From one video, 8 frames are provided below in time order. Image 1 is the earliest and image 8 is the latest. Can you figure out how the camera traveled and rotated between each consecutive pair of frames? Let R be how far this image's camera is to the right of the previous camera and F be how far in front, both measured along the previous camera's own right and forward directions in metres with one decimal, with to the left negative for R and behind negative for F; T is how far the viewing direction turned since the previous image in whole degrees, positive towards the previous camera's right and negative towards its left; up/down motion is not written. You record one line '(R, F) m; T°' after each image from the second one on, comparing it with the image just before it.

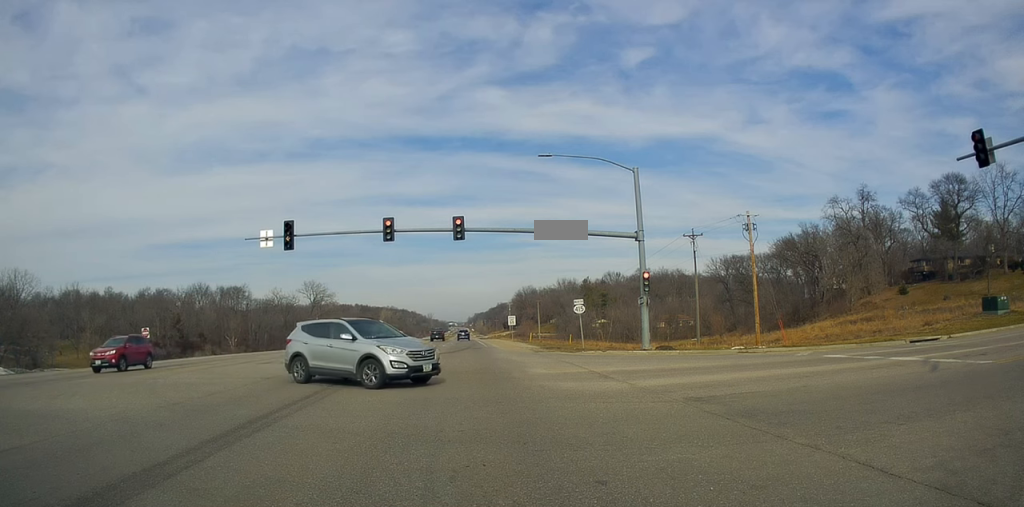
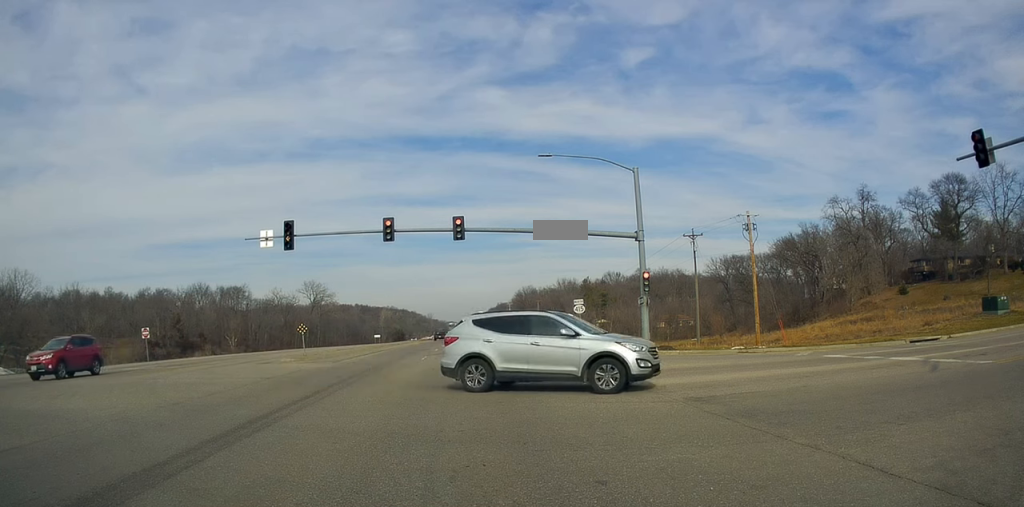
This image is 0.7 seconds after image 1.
(0.0, 0.0) m; 0°
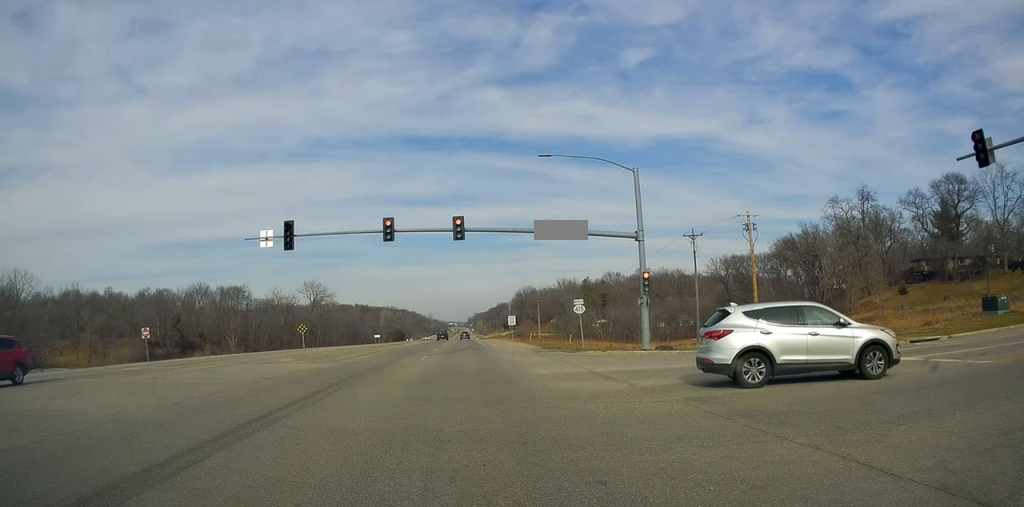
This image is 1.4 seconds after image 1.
(0.0, 0.0) m; 0°
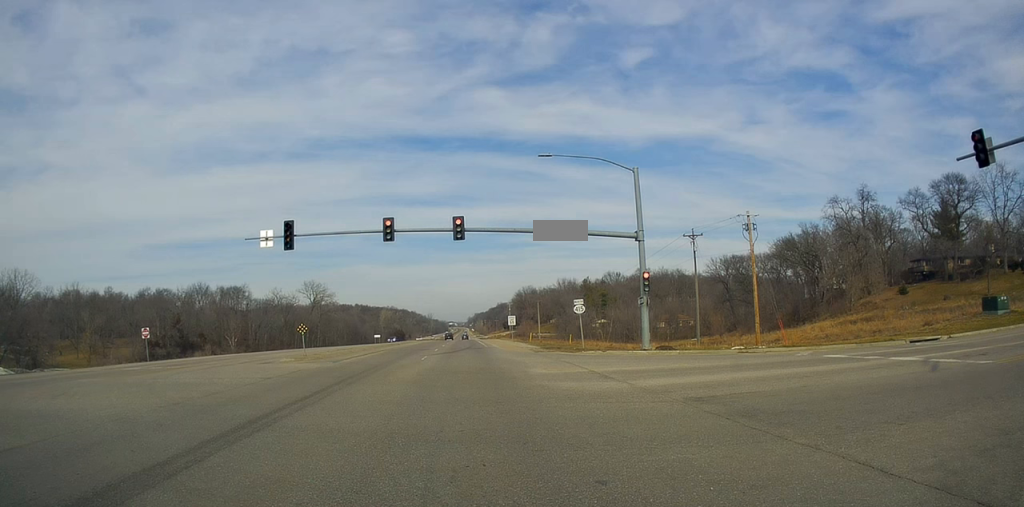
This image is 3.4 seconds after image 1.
(0.0, 0.0) m; 0°
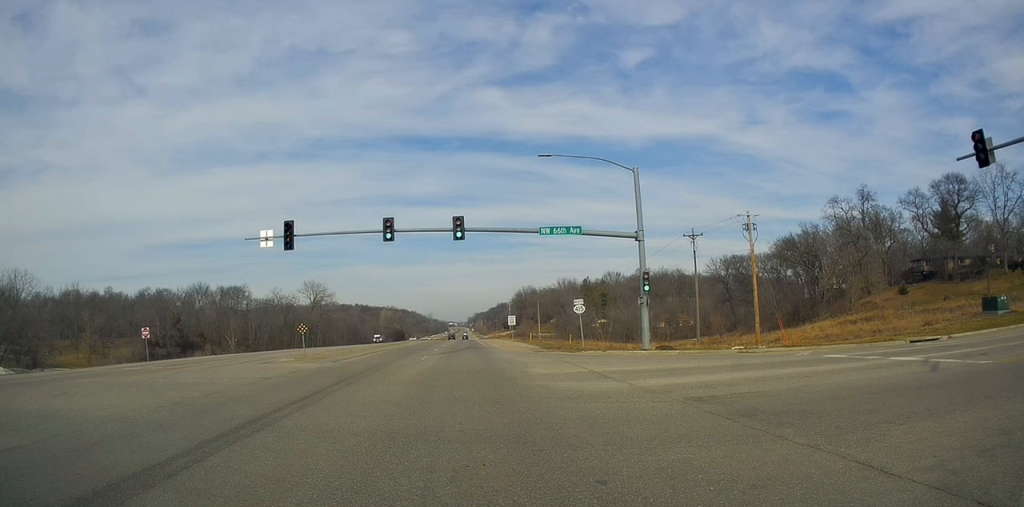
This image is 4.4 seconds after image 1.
(0.0, 0.0) m; 0°
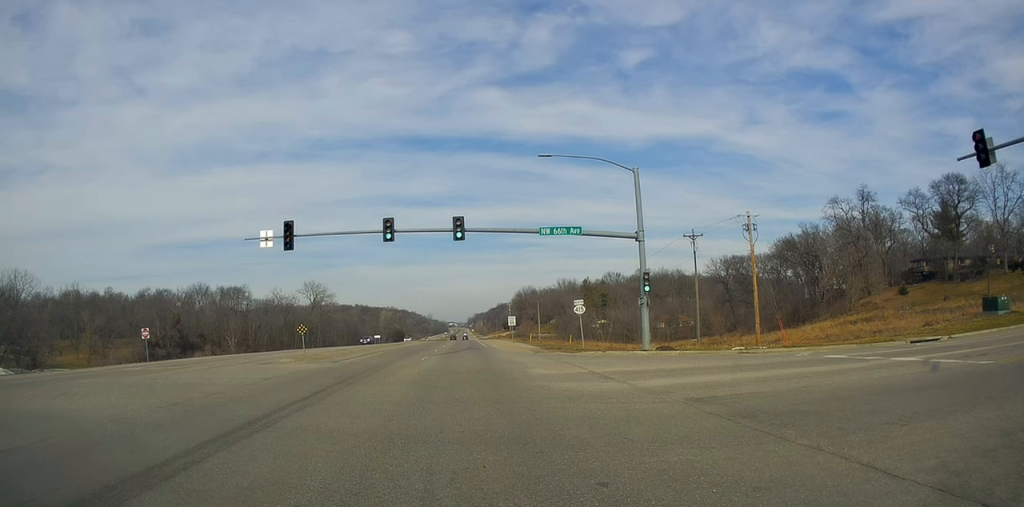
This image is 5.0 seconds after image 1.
(0.0, 0.0) m; 0°
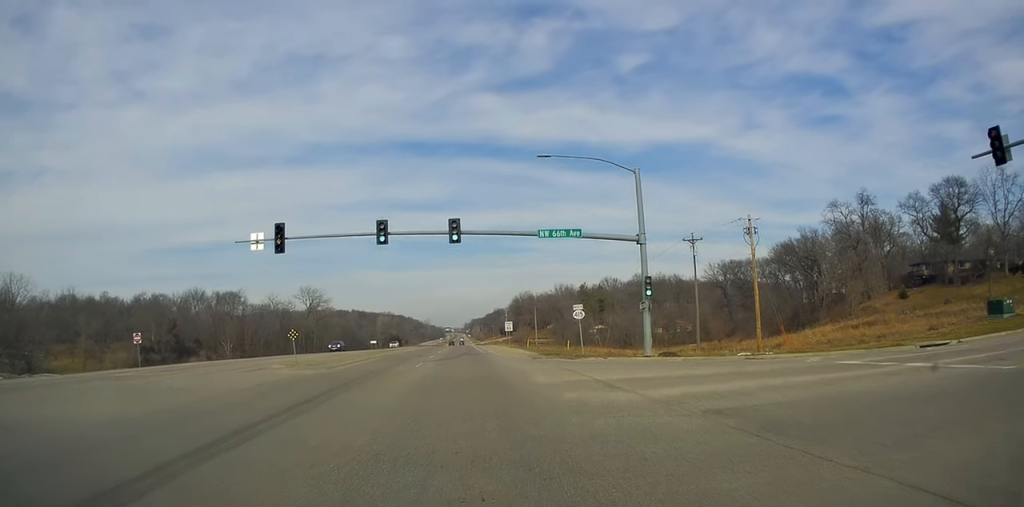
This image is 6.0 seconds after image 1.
(0.0, +0.6) m; 0°
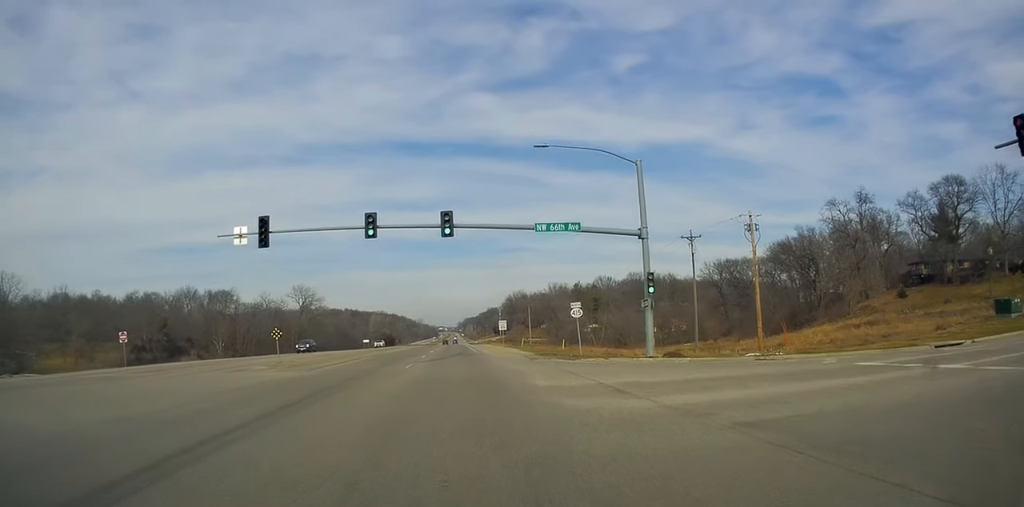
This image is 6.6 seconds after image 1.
(0.0, +0.9) m; 0°
